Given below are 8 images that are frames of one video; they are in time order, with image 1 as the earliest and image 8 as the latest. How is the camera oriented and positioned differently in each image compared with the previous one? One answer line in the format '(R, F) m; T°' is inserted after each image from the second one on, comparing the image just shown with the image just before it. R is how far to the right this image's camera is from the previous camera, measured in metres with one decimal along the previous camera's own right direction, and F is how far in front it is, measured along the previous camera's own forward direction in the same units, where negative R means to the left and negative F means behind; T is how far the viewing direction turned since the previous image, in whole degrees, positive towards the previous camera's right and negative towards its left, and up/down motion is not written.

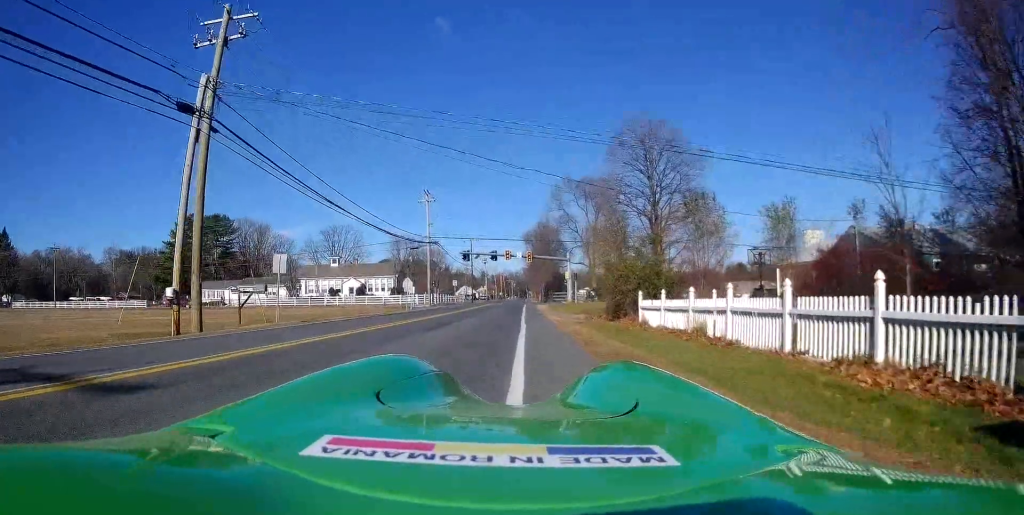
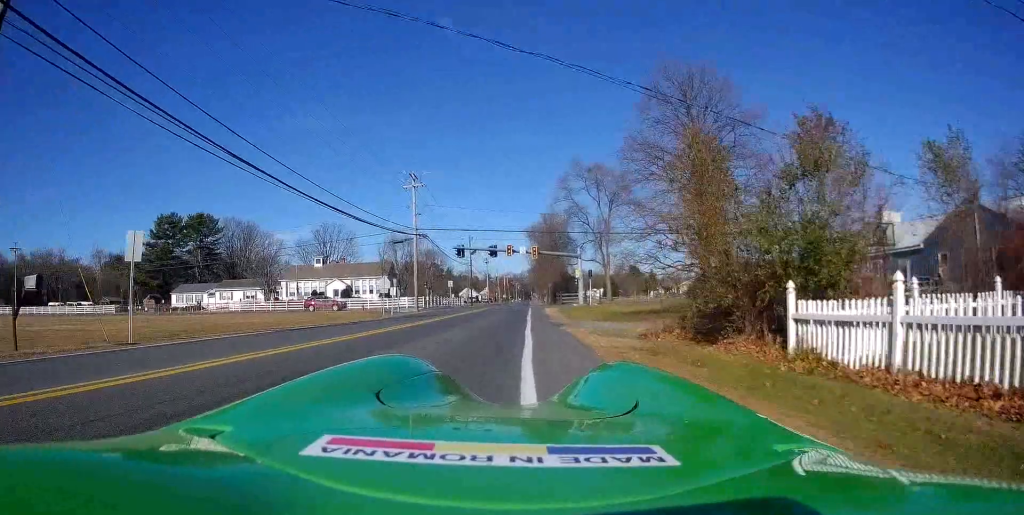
(-0.1, +10.2) m; +2°
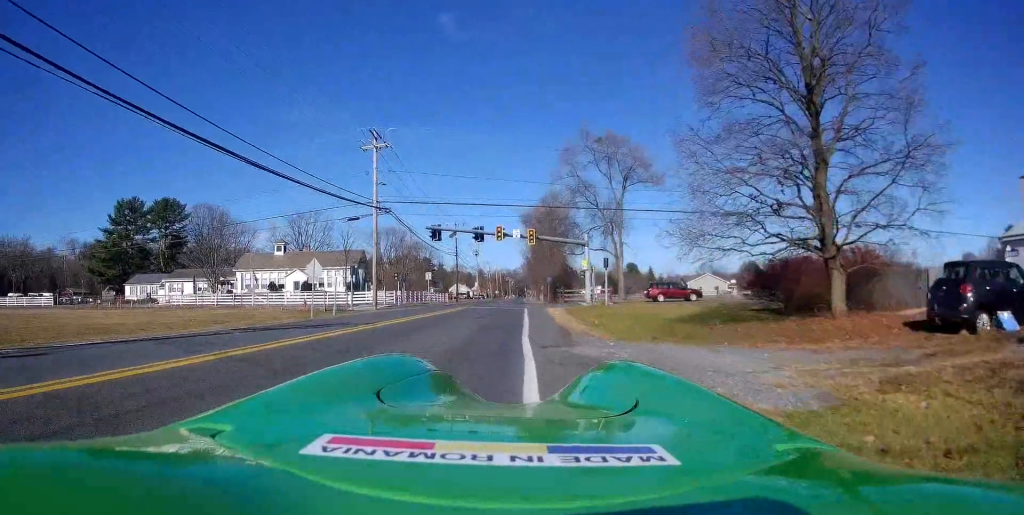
(+1.0, +12.7) m; +9°
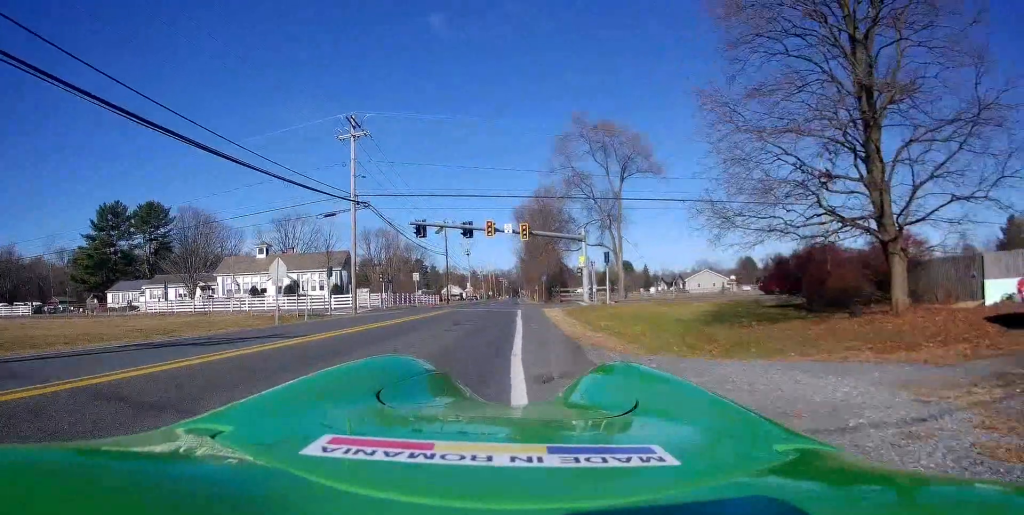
(0.0, +3.4) m; 0°
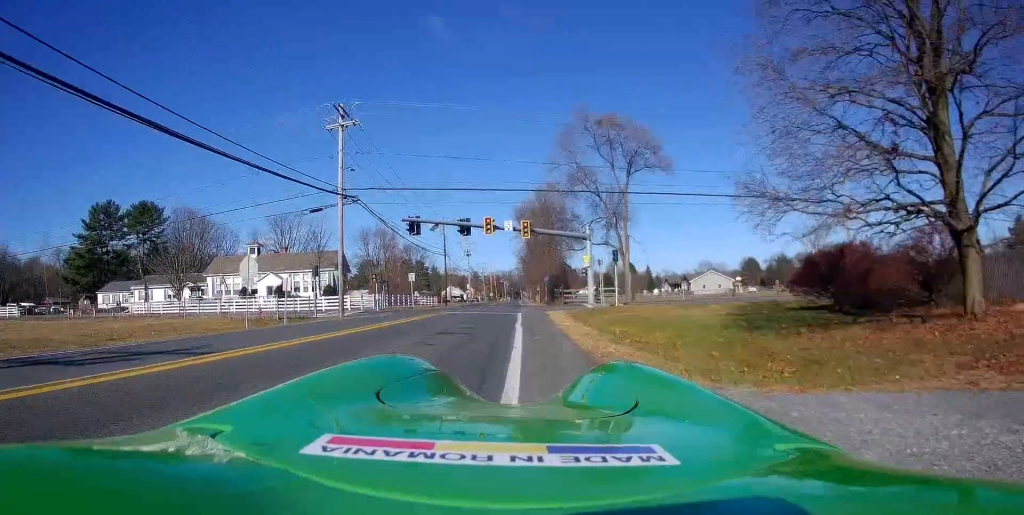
(0.0, +2.8) m; 0°
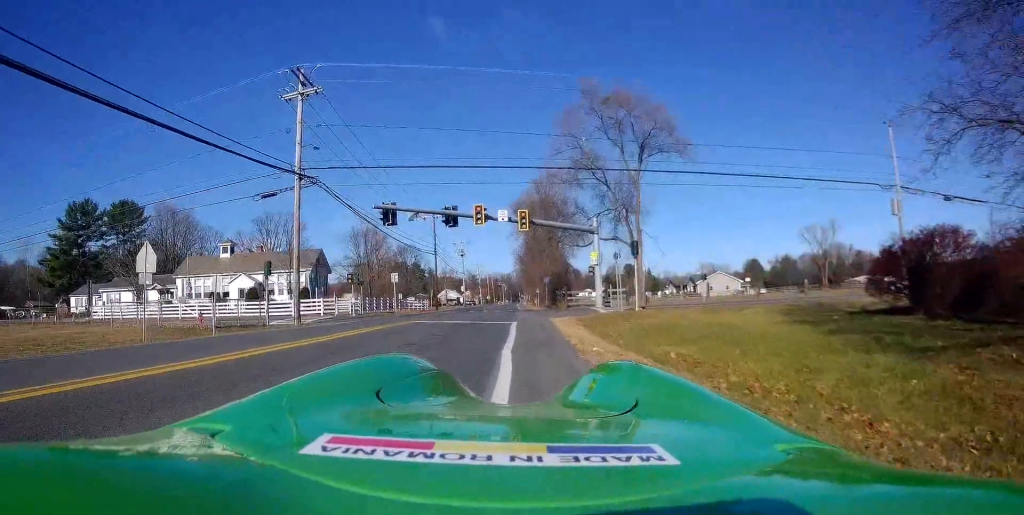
(0.0, +6.2) m; -2°
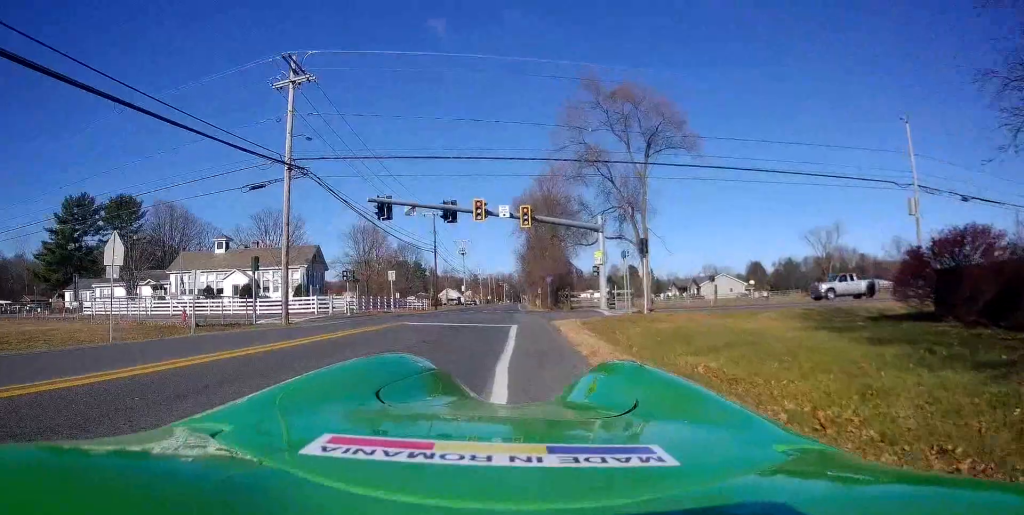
(+0.1, +1.7) m; -2°
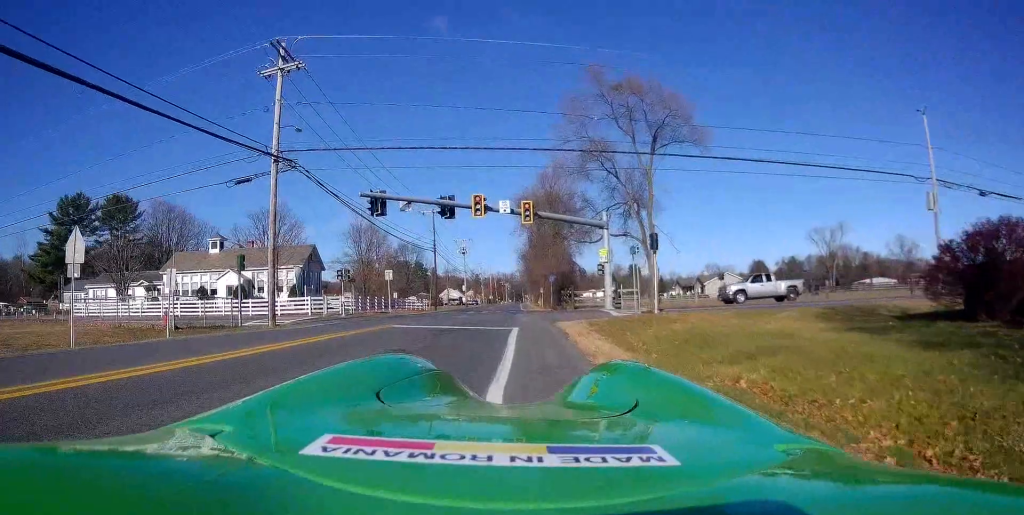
(0.0, +1.5) m; -3°
